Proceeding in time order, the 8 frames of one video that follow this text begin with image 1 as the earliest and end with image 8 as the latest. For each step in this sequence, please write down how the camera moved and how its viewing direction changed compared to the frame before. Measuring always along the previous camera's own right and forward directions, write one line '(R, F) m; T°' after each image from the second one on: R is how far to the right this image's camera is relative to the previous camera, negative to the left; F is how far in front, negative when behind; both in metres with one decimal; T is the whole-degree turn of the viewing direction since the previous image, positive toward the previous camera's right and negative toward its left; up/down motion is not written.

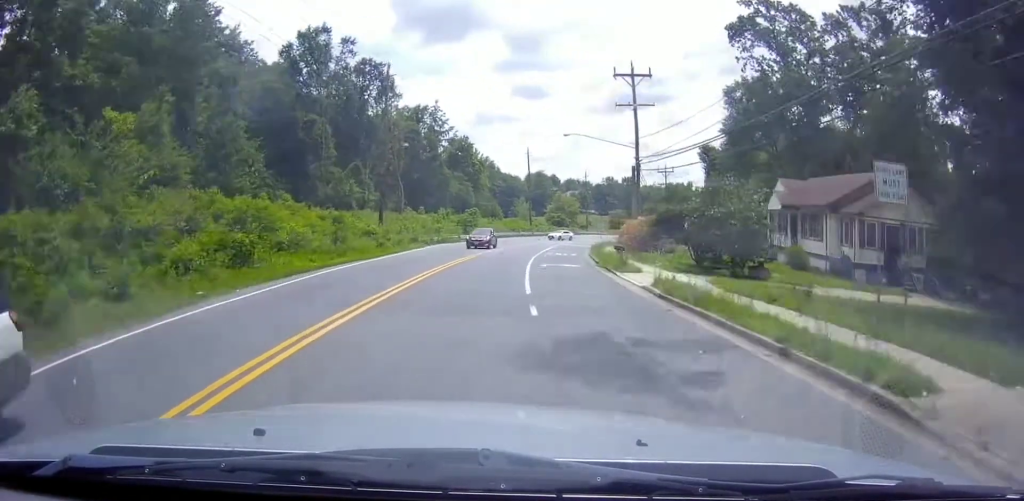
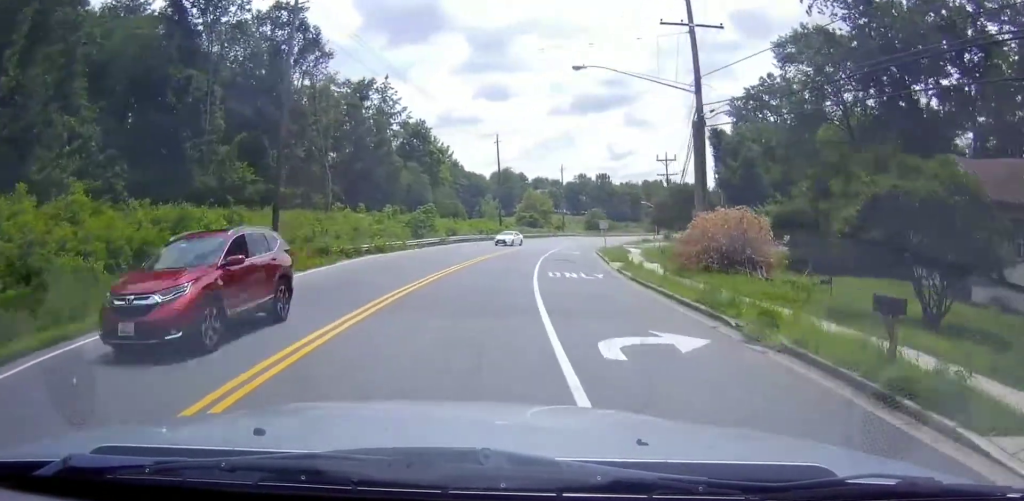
(+0.3, +19.6) m; +3°
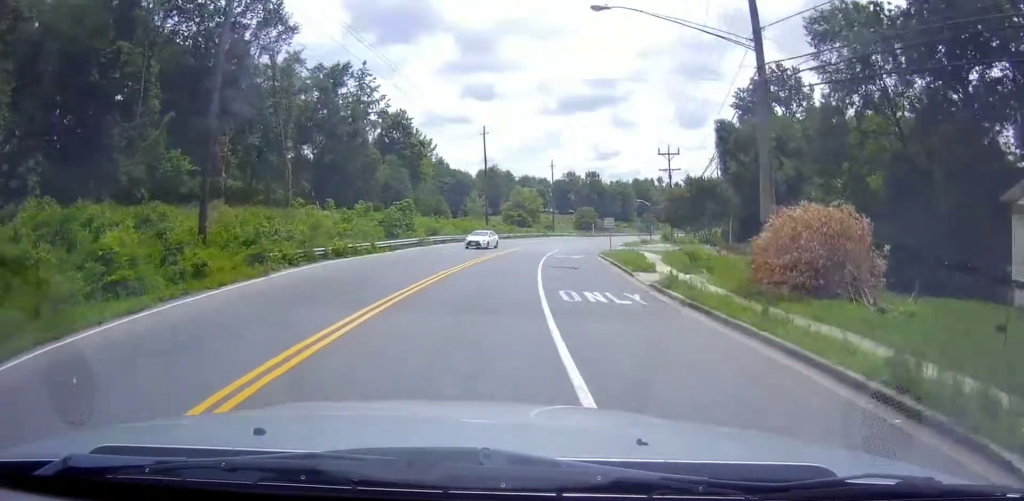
(+0.2, +7.6) m; +2°
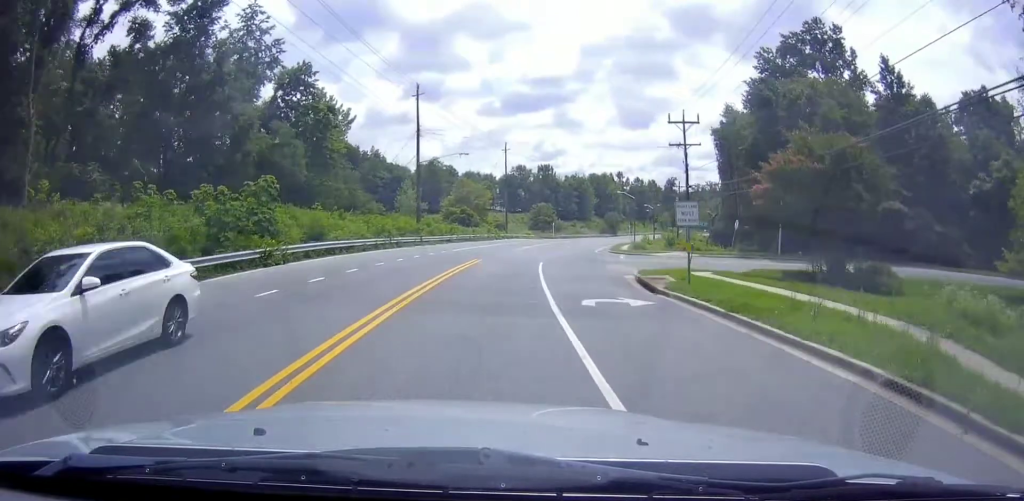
(+1.2, +25.1) m; +6°
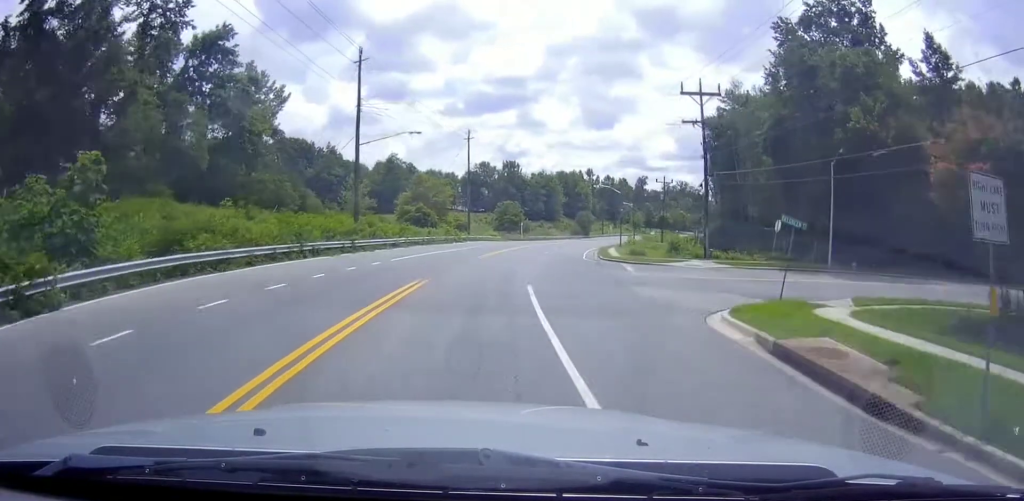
(+0.2, +13.2) m; +4°
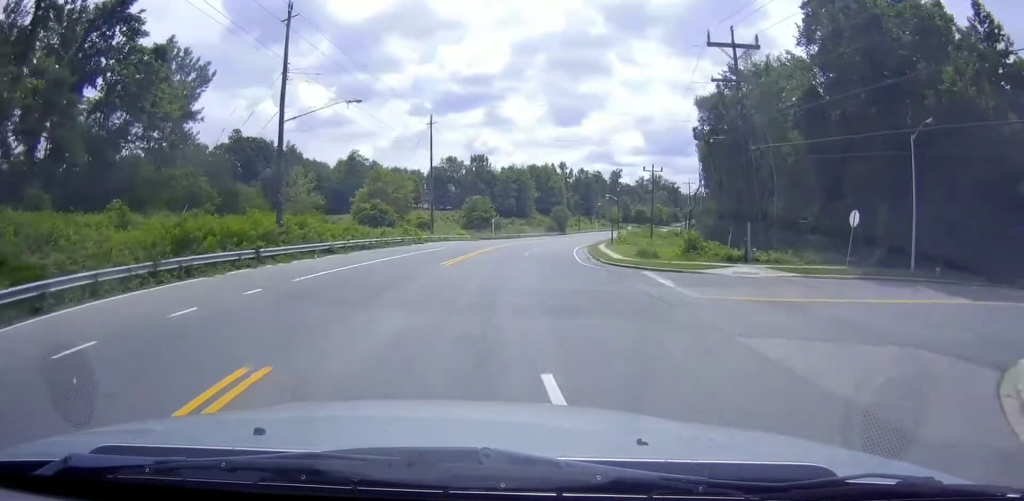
(+0.6, +11.1) m; +2°
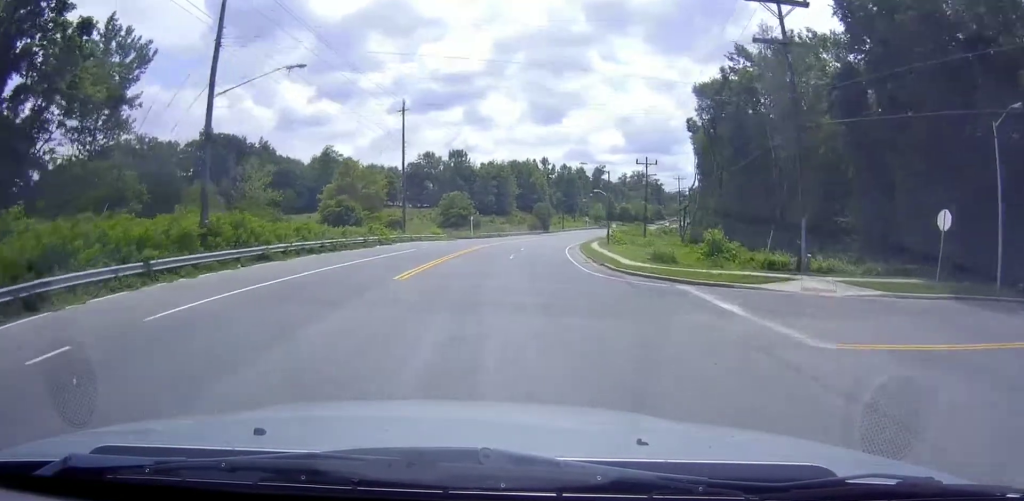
(+0.1, +7.6) m; +2°
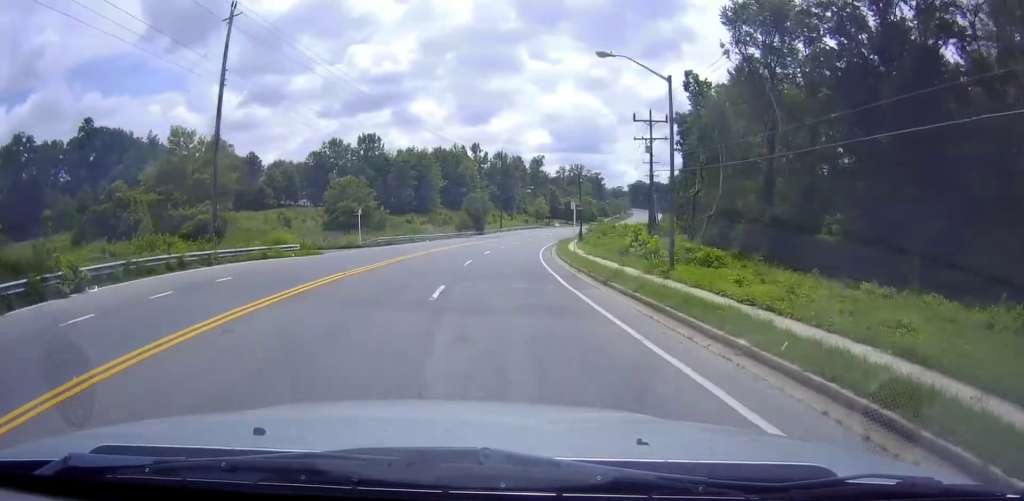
(+1.8, +31.4) m; +6°
